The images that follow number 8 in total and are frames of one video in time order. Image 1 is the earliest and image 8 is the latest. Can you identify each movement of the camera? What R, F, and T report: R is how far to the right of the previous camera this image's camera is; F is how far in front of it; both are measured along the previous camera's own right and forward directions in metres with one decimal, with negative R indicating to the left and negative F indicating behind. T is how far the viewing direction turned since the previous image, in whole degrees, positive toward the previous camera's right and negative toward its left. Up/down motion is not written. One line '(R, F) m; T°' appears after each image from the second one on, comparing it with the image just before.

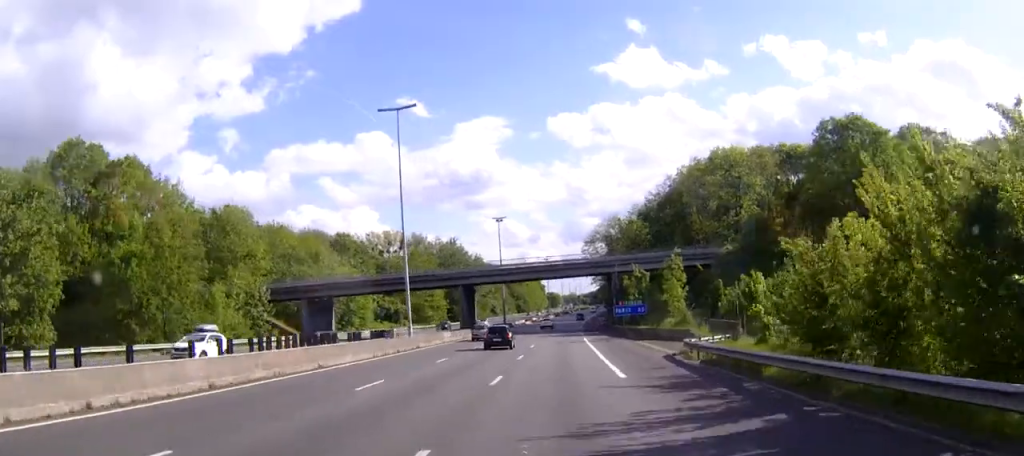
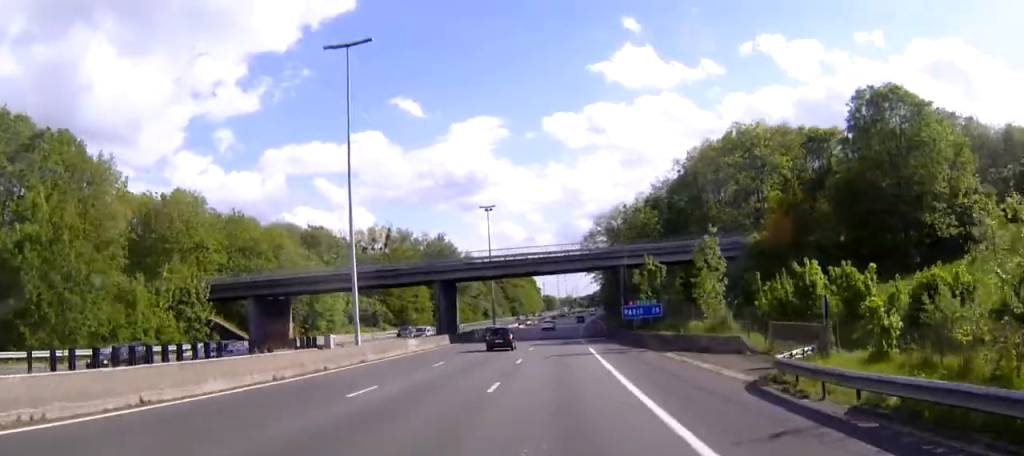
(0.0, +13.9) m; 0°
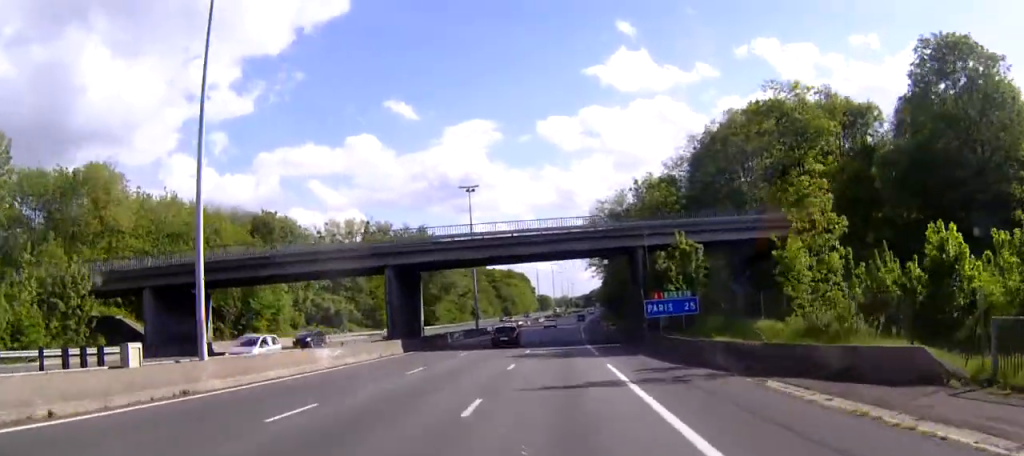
(+0.1, +18.4) m; 0°
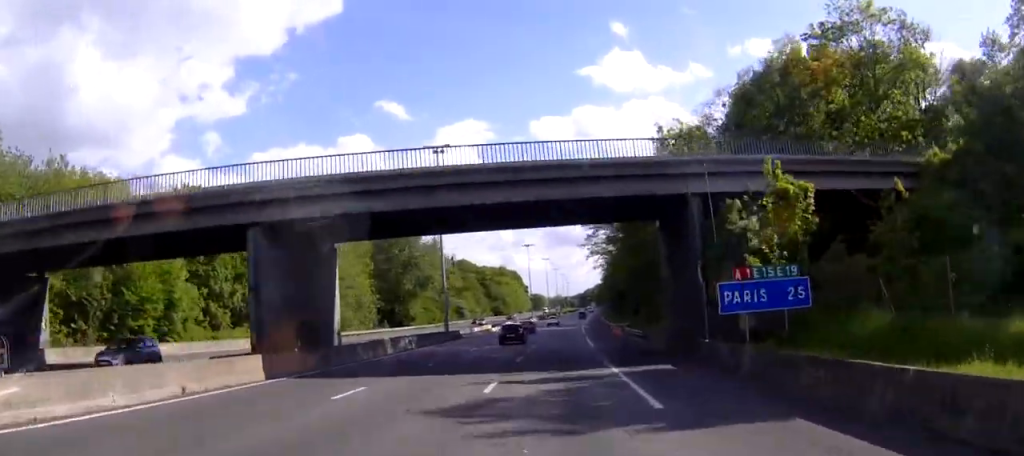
(+0.1, +21.9) m; +1°
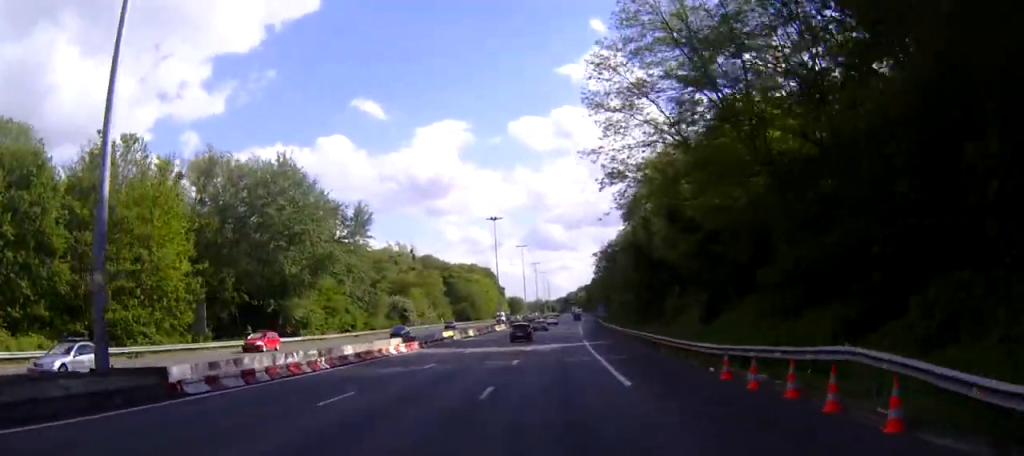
(+0.8, +51.9) m; +3°
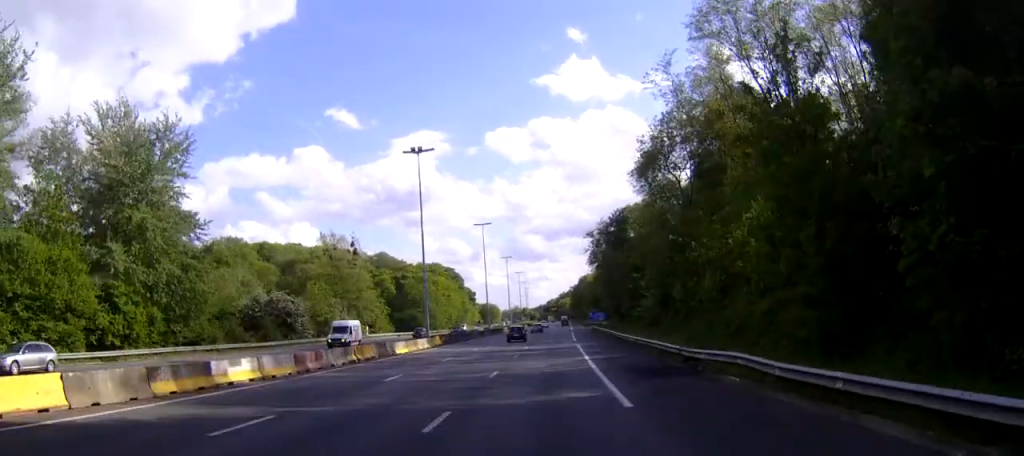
(+2.5, +54.3) m; +3°
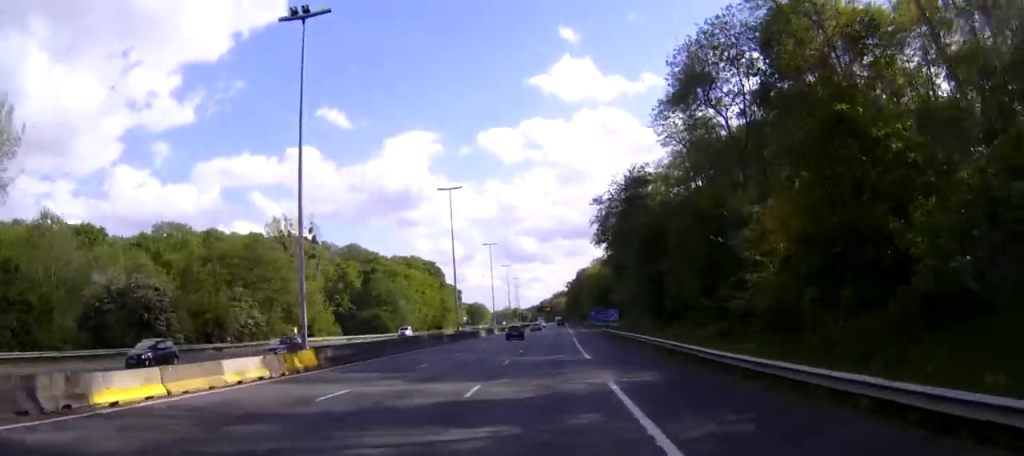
(-0.3, +32.0) m; 0°
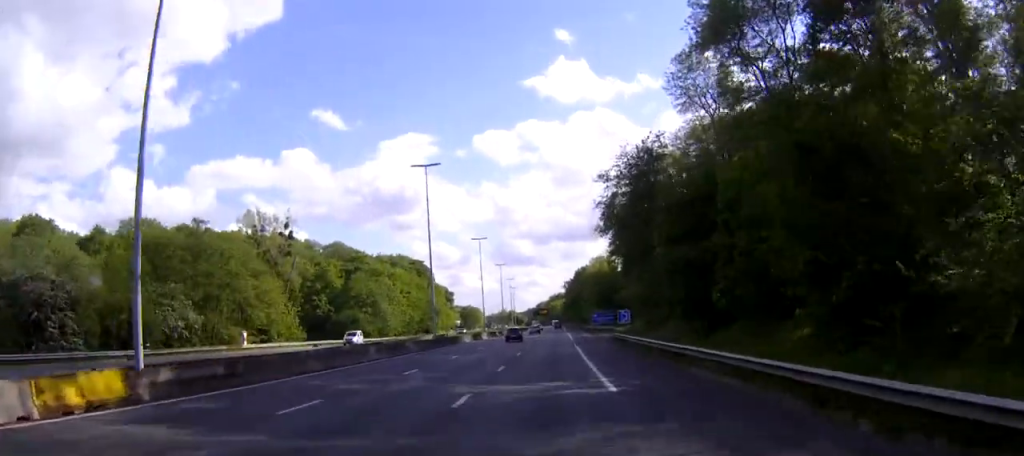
(-0.7, +14.9) m; +1°
